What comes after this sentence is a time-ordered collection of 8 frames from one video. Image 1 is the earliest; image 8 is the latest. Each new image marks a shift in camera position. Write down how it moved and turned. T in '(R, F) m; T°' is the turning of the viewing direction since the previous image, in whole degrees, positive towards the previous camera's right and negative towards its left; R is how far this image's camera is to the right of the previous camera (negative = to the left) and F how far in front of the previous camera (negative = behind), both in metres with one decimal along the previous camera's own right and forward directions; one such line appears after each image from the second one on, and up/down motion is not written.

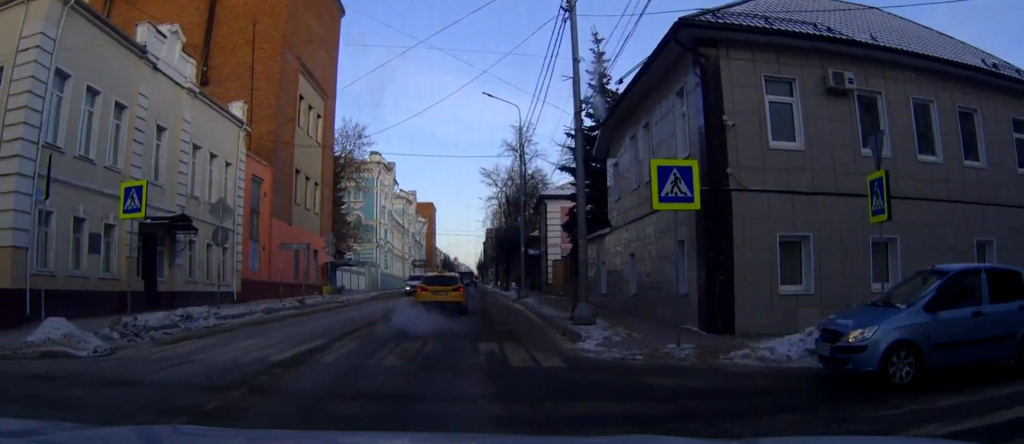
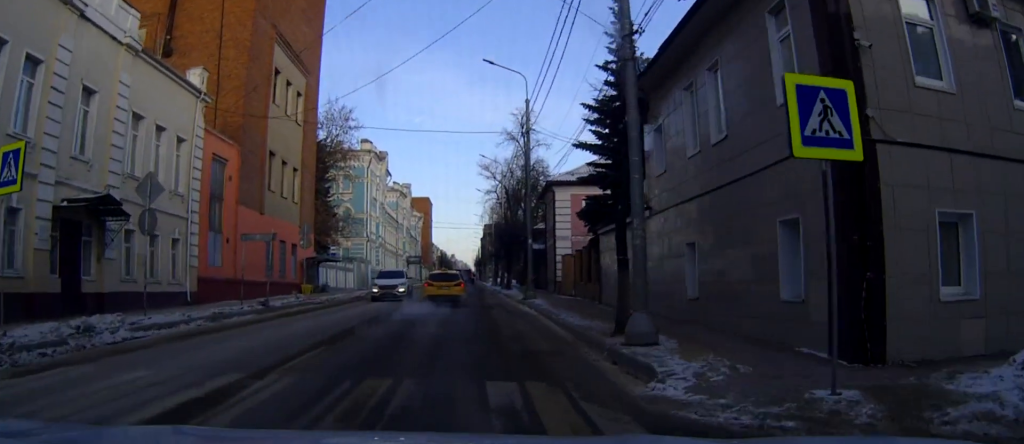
(-0.2, +4.4) m; -3°
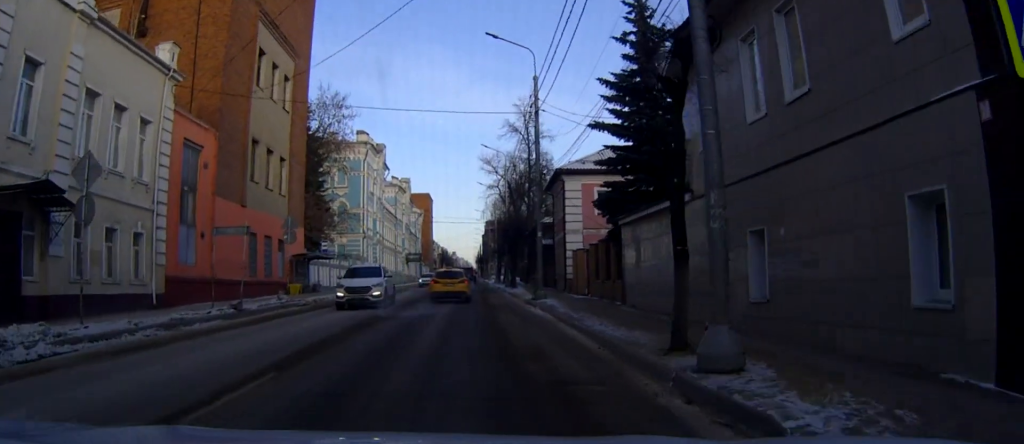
(0.0, +3.1) m; +1°
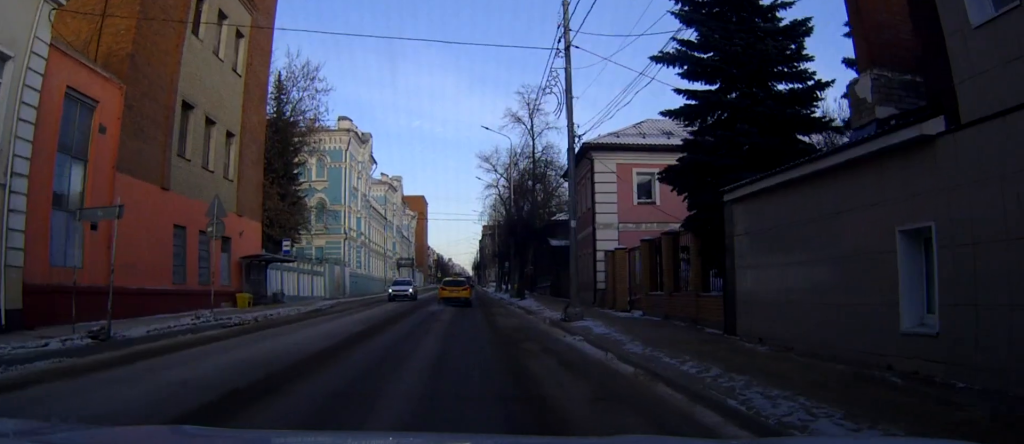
(+0.2, +9.9) m; +2°
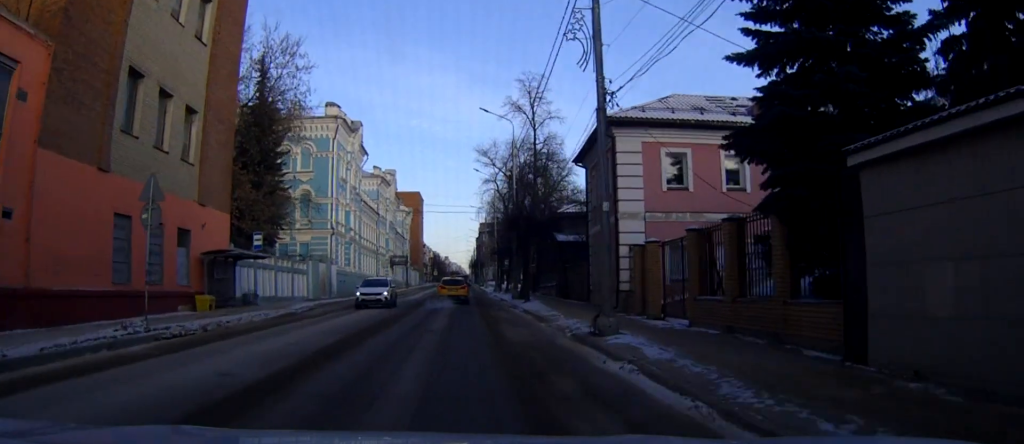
(0.0, +5.1) m; -1°
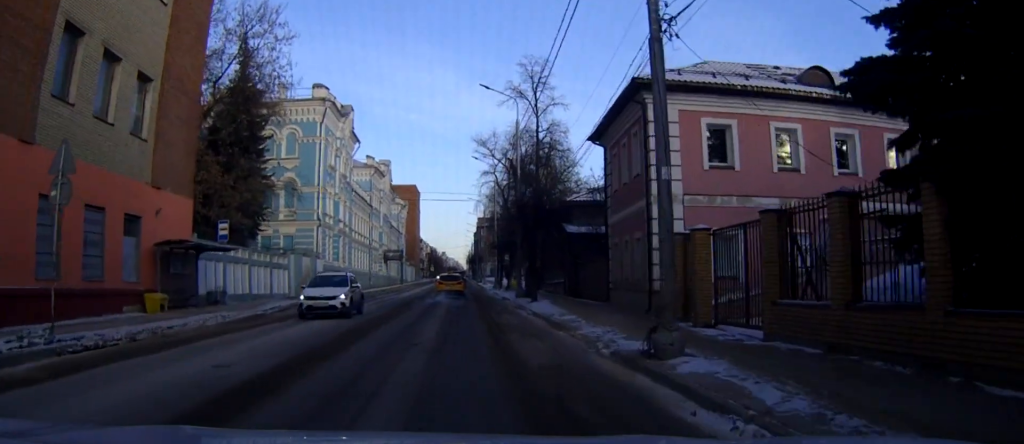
(+0.1, +4.6) m; -2°
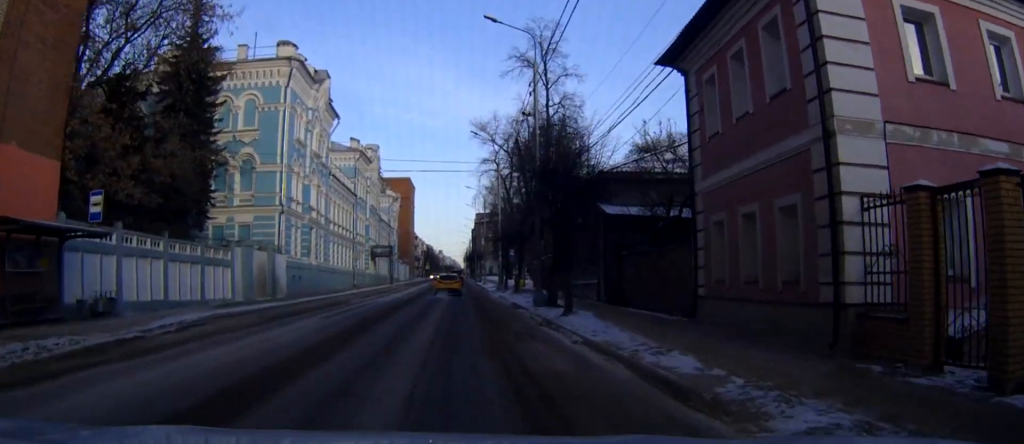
(-0.3, +10.4) m; 0°
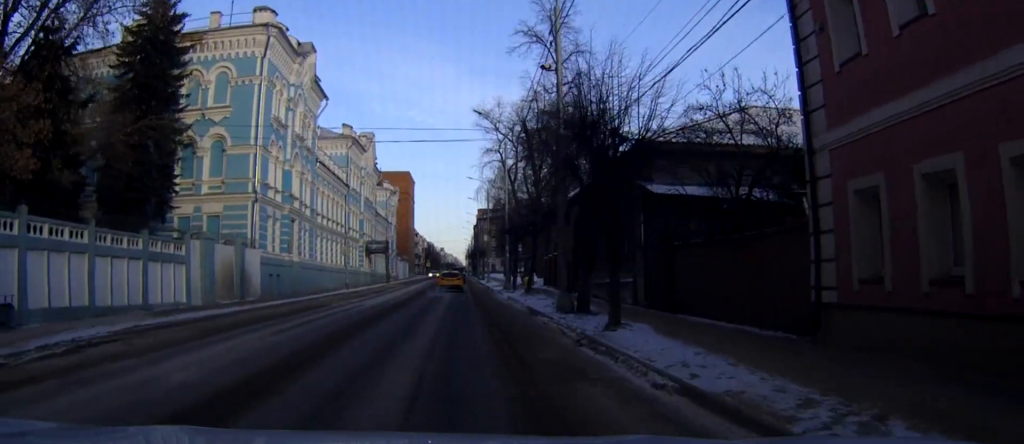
(+0.1, +6.0) m; +2°
